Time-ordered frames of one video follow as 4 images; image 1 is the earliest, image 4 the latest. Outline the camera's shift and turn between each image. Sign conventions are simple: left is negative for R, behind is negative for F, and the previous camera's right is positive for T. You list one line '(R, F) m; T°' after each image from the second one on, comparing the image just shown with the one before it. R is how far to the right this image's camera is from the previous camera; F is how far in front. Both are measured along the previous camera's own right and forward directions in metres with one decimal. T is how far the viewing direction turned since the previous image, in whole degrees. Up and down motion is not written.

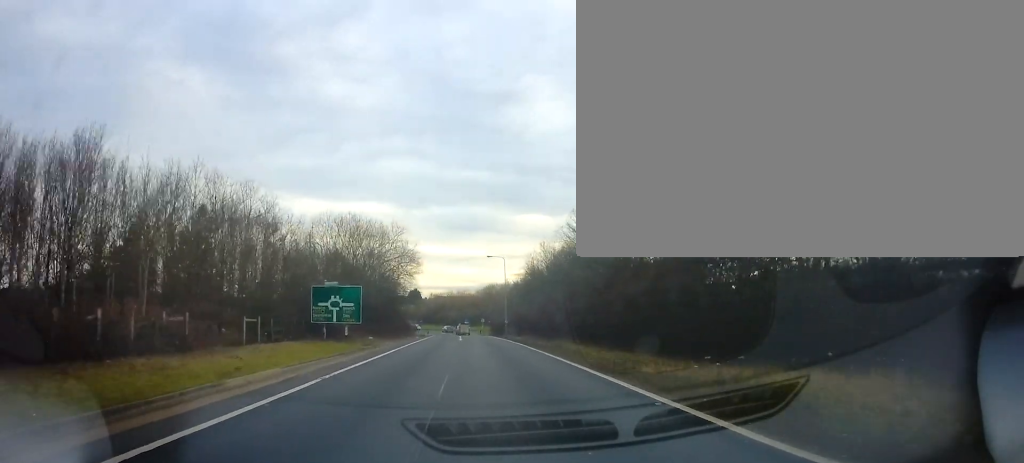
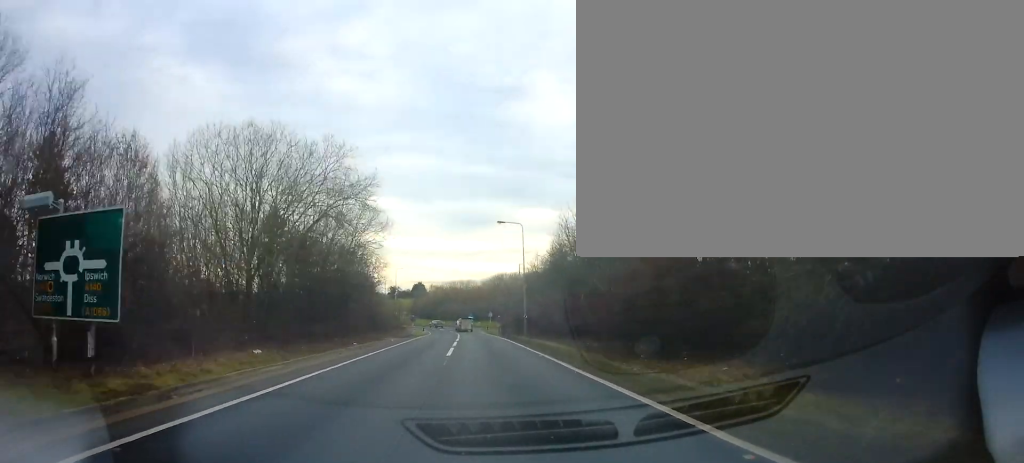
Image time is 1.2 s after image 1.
(-0.5, +21.0) m; -2°
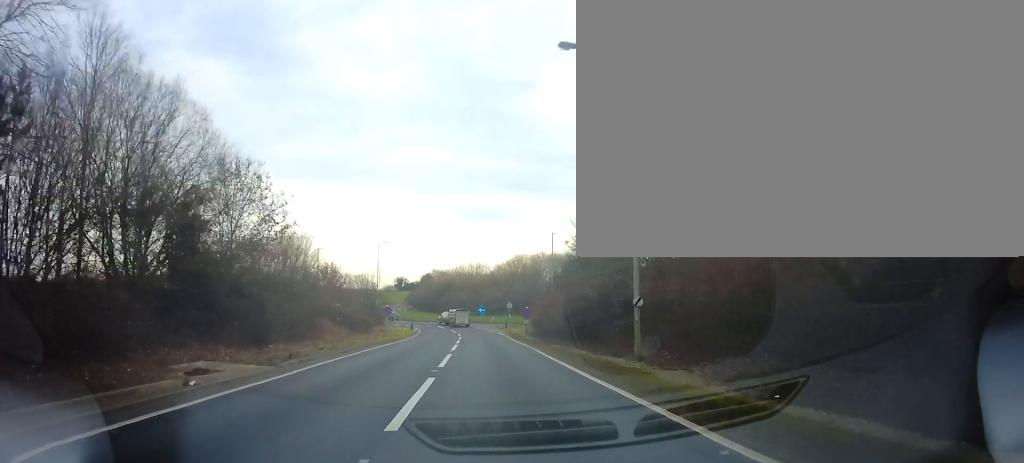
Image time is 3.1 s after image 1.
(-0.1, +30.9) m; +1°
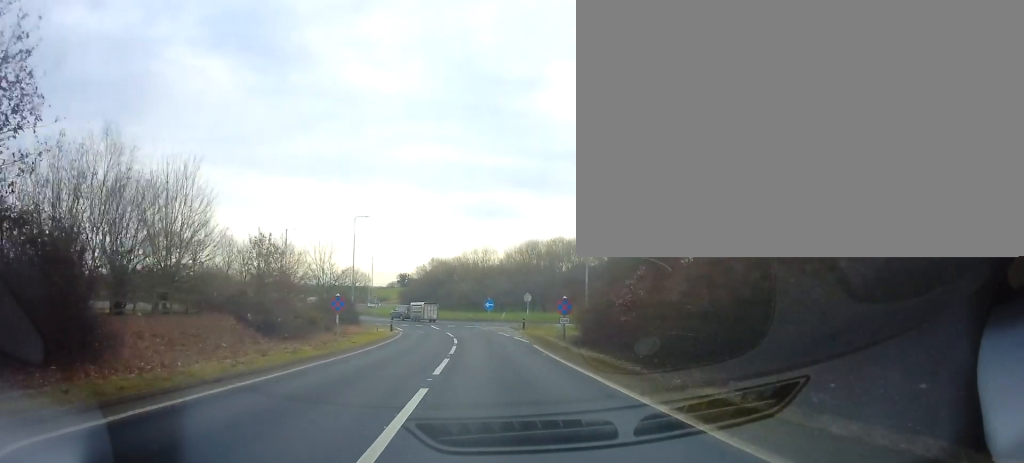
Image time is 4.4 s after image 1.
(0.0, +18.7) m; -1°
